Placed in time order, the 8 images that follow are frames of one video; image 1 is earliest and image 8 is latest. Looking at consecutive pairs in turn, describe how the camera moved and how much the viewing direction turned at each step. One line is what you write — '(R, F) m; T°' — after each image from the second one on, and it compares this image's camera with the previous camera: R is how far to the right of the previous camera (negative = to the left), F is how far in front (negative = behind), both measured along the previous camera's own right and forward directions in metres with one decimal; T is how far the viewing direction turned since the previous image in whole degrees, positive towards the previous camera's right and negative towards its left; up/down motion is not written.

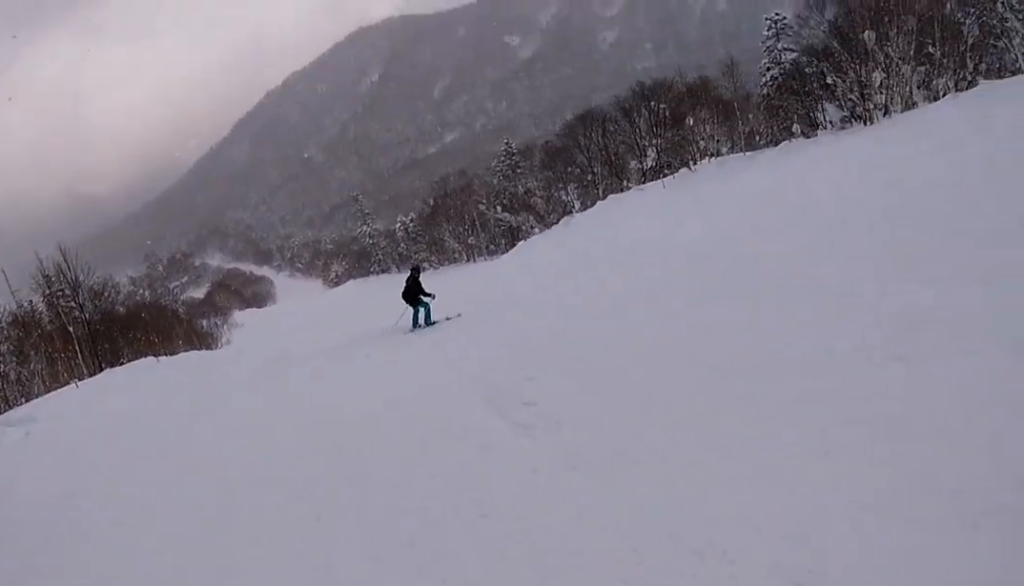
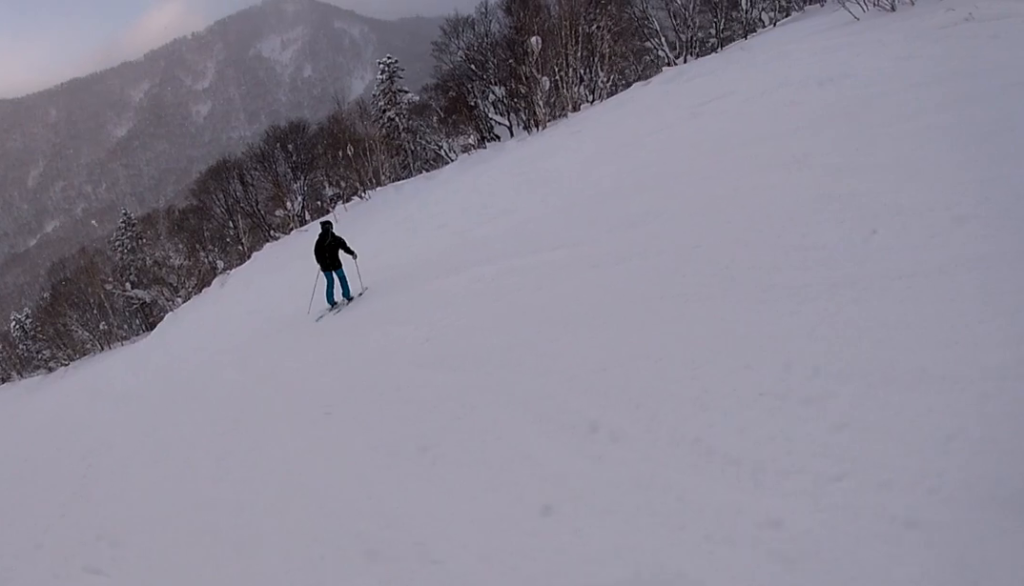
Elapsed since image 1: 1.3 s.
(+1.4, +5.8) m; +44°
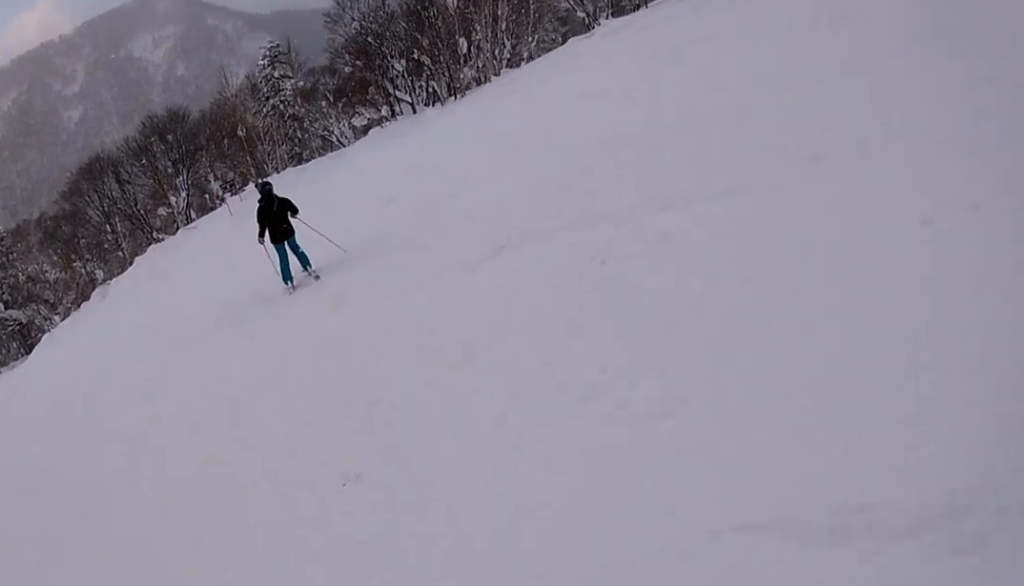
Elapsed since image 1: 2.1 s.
(+1.8, +3.5) m; +10°
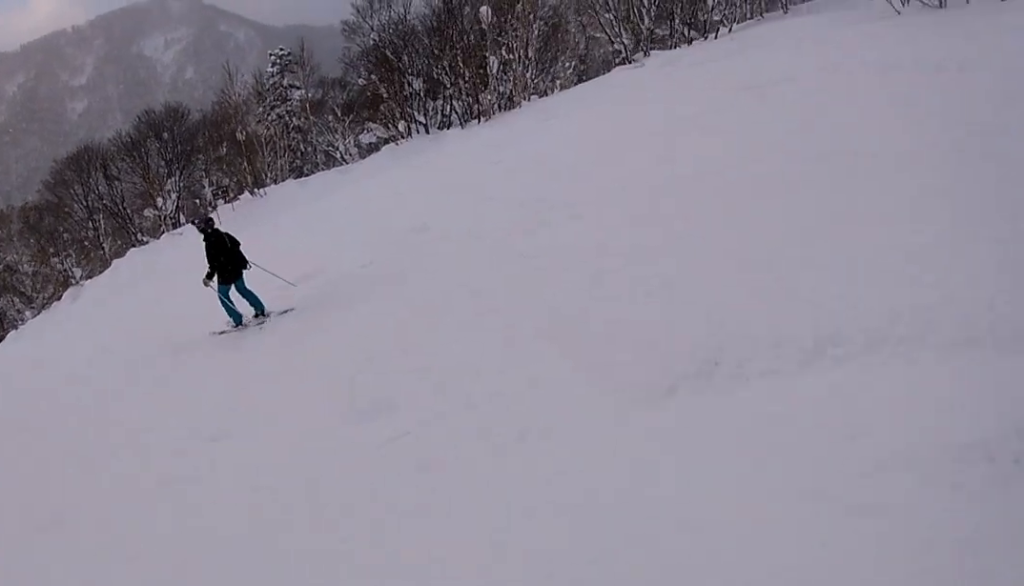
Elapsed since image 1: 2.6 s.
(-0.3, +2.7) m; -12°
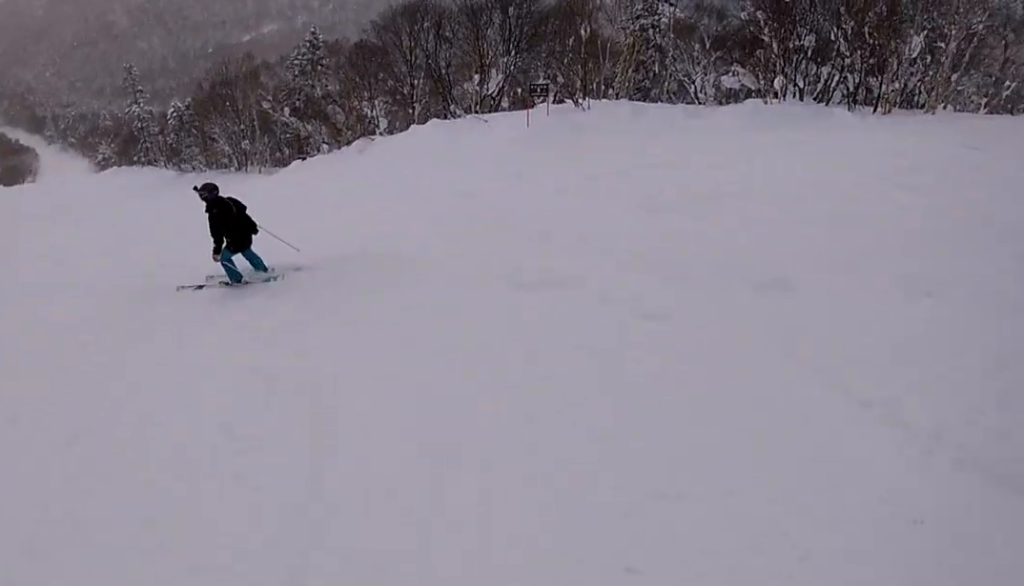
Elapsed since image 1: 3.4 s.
(-0.8, +3.9) m; -28°
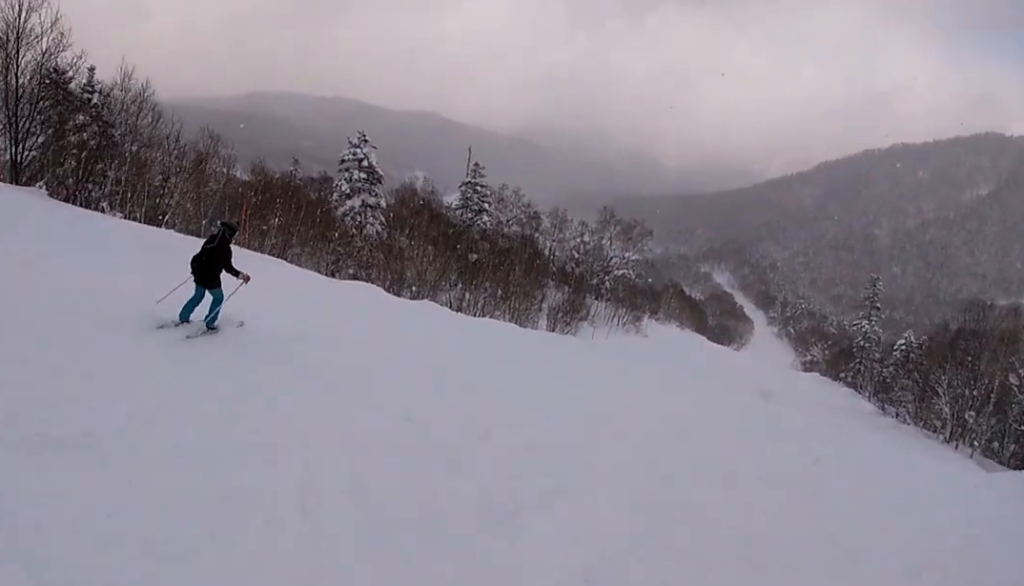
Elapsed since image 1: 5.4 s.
(-5.5, +7.1) m; -46°
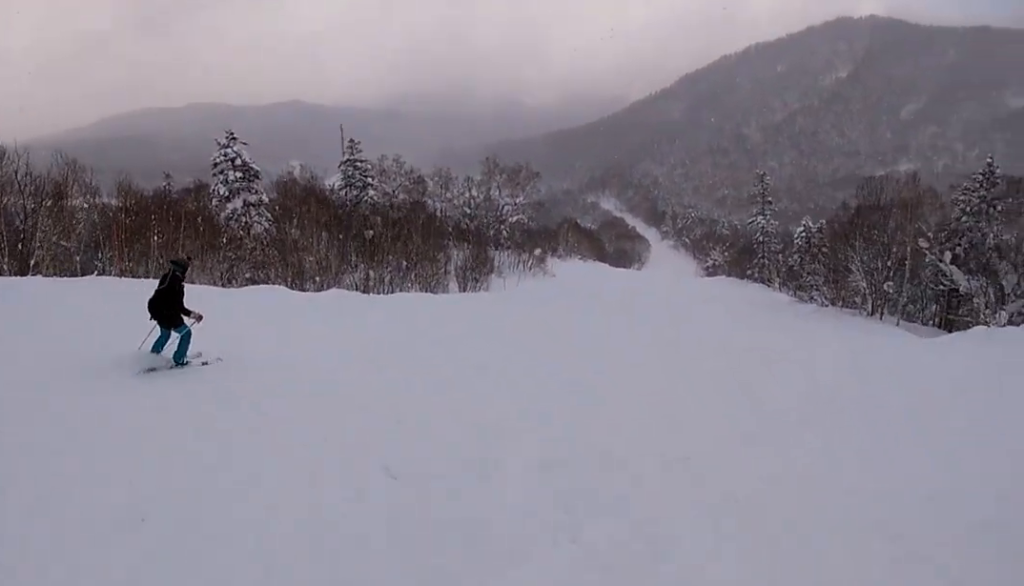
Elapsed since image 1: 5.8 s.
(+0.2, +2.1) m; +10°
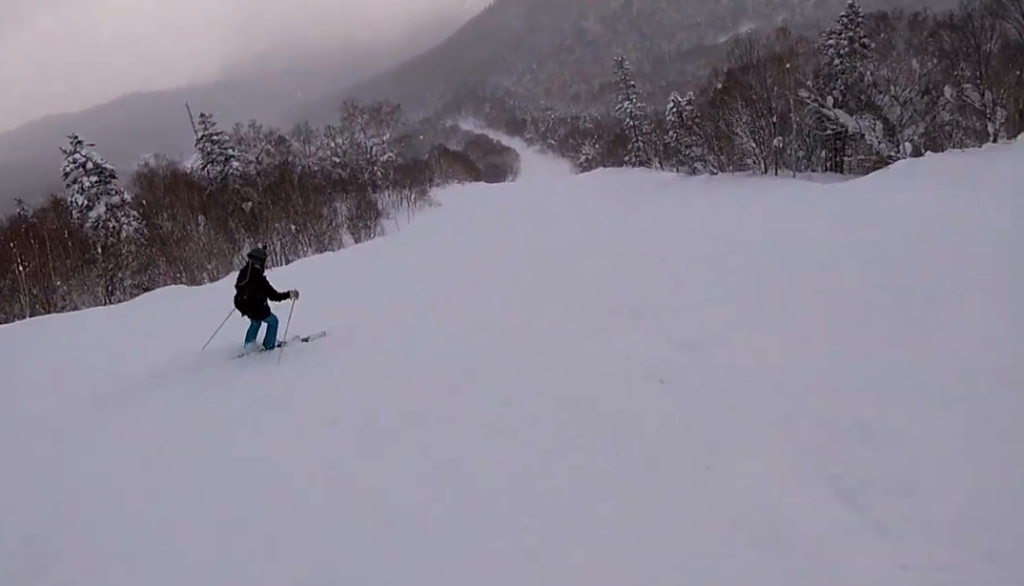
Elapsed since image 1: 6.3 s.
(+0.1, +2.8) m; +16°
